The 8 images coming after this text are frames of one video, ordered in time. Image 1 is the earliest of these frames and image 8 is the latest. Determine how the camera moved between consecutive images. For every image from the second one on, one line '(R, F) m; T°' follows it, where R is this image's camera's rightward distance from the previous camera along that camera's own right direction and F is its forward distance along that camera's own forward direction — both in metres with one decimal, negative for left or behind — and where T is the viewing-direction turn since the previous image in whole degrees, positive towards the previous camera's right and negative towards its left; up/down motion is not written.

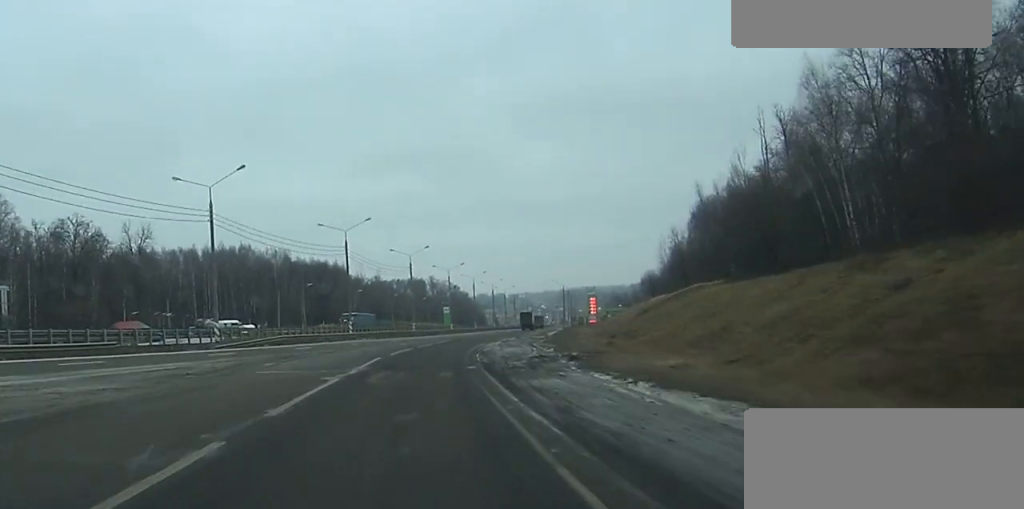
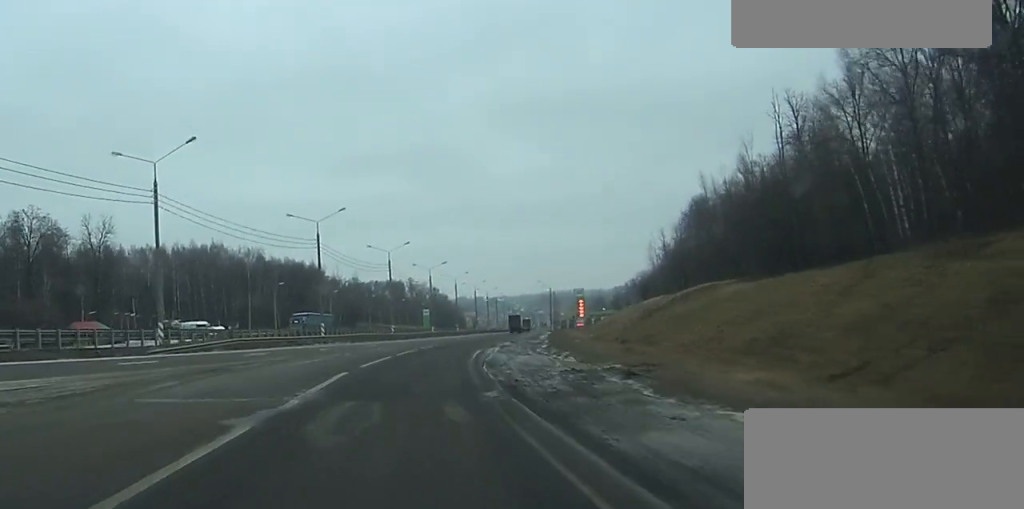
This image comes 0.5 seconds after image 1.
(+0.1, +10.5) m; +2°
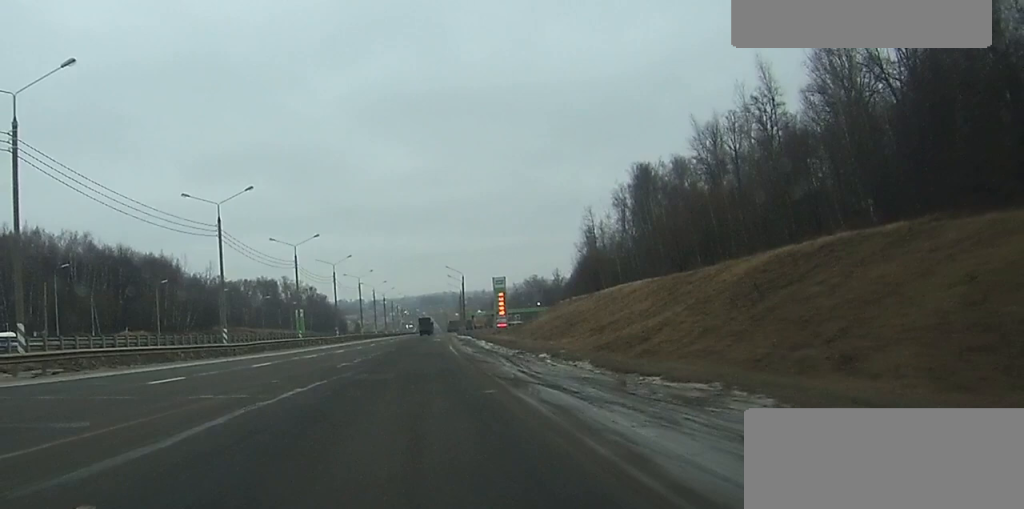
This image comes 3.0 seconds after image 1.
(+3.5, +53.3) m; +8°
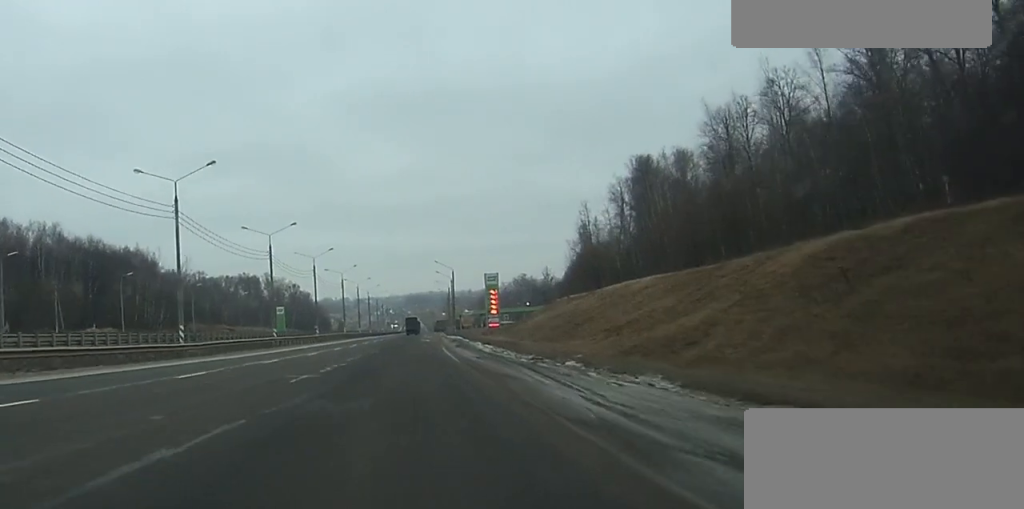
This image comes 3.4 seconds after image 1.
(+0.3, +10.4) m; +1°
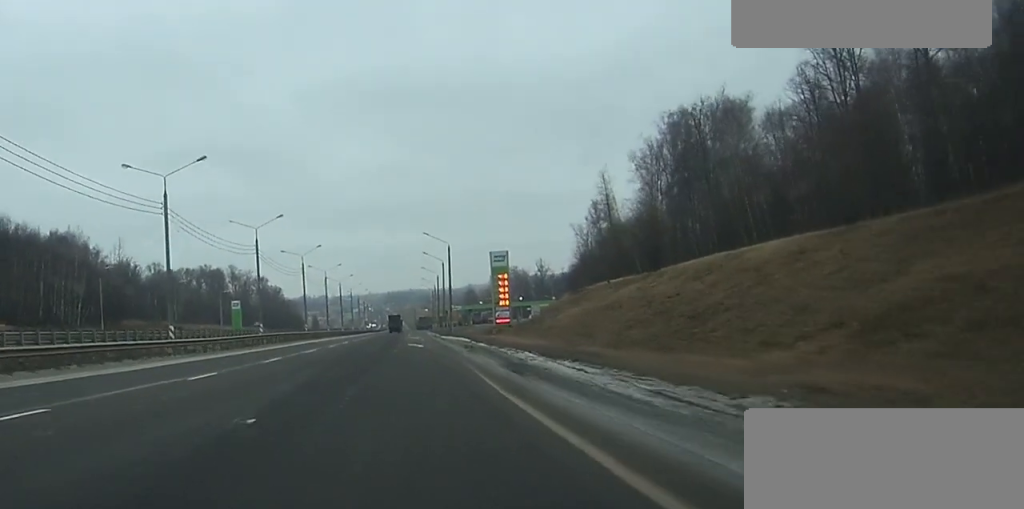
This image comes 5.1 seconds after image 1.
(+0.7, +37.9) m; +2°
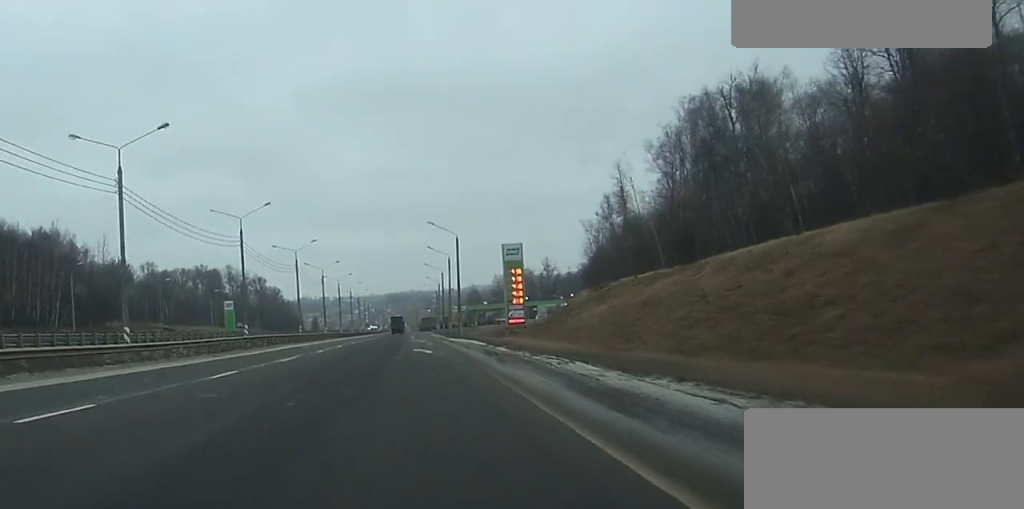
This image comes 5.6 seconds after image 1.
(+0.1, +10.8) m; +1°
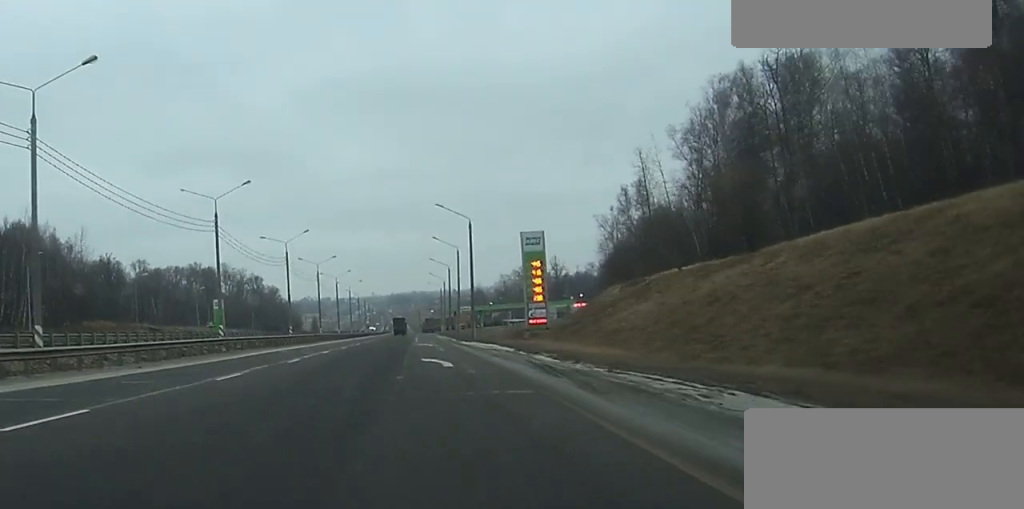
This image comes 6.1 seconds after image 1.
(+0.1, +13.2) m; 0°
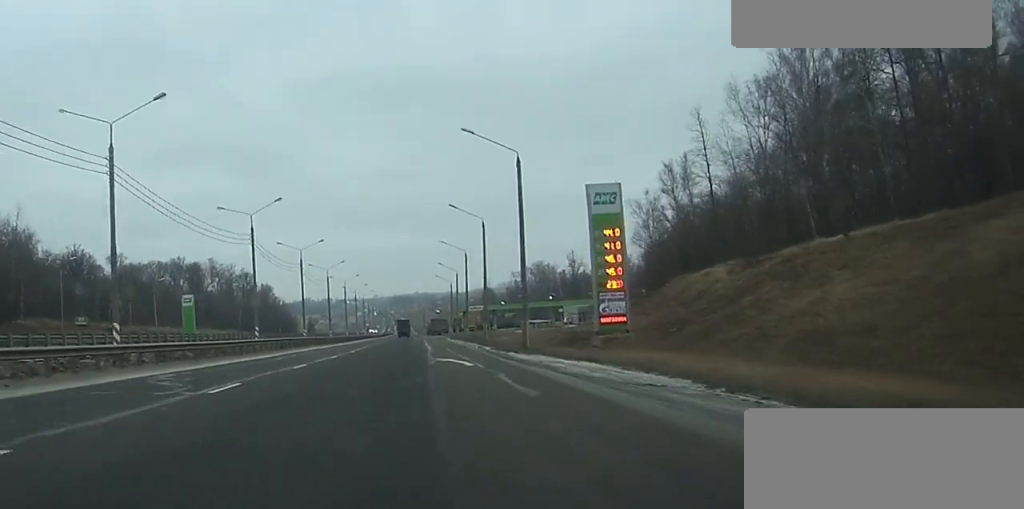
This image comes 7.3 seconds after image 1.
(+0.1, +28.3) m; 0°
